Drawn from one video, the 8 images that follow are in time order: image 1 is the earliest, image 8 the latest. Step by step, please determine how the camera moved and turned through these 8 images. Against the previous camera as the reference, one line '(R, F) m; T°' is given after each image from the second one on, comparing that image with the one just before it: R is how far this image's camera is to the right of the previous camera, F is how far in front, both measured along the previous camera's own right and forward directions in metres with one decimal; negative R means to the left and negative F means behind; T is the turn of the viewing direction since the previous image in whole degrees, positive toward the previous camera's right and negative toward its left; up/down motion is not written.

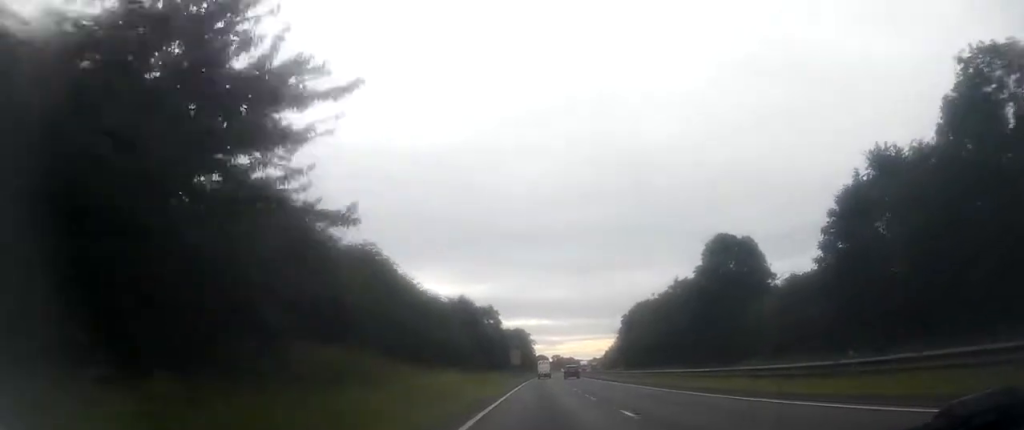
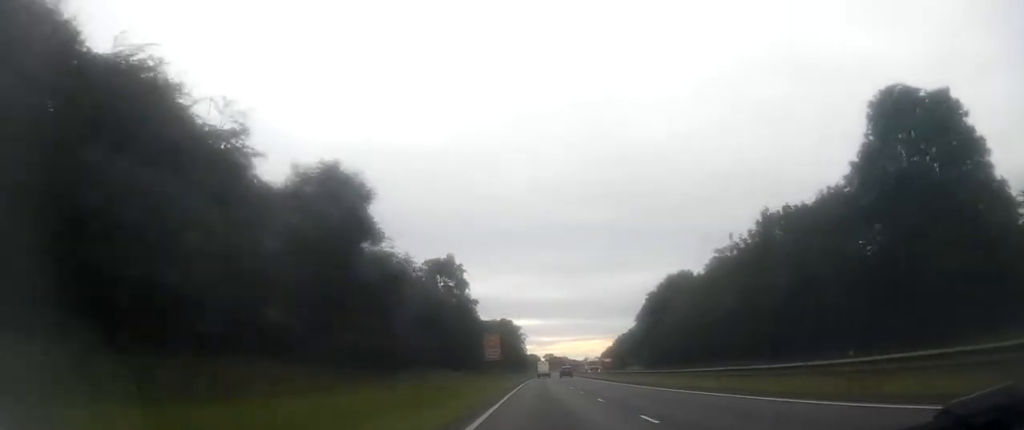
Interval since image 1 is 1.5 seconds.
(-0.2, +37.9) m; 0°
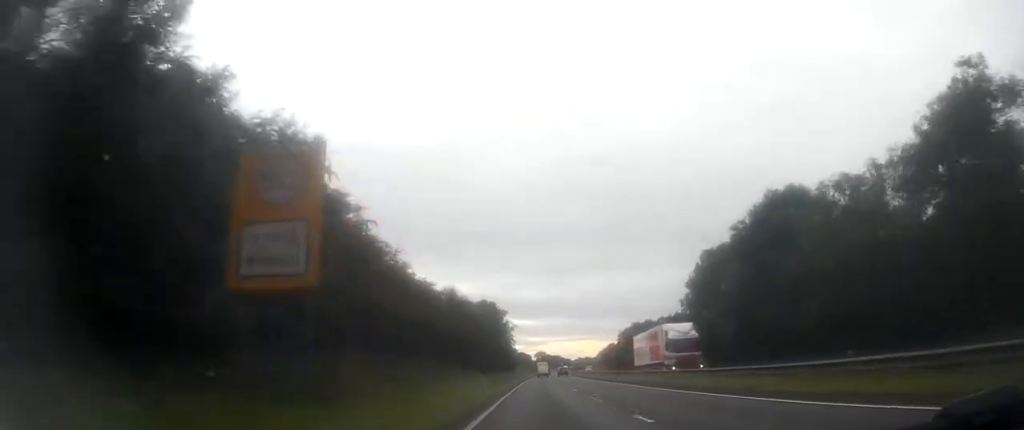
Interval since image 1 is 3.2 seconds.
(+0.7, +44.8) m; +2°
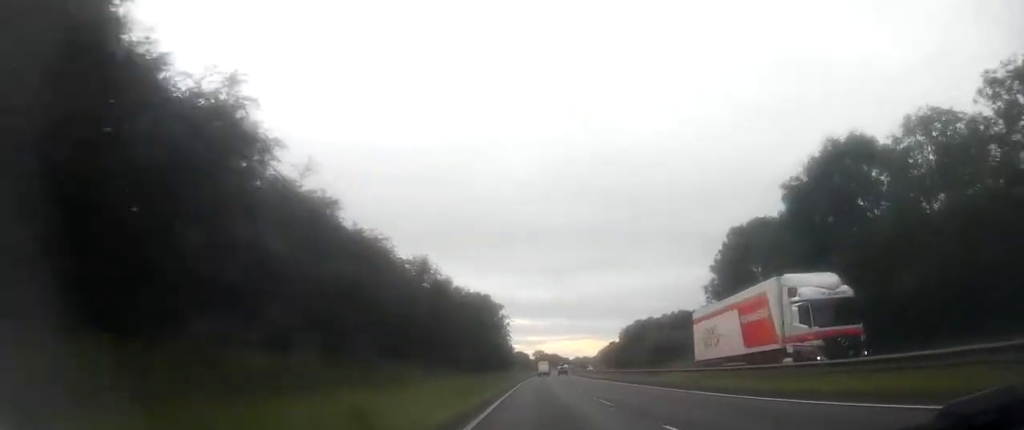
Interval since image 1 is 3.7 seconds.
(0.0, +12.0) m; 0°
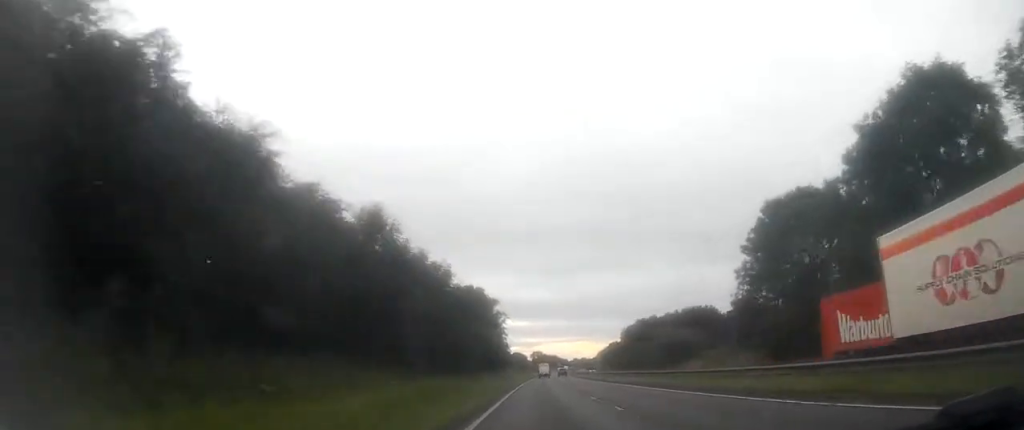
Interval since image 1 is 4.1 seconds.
(+0.2, +11.2) m; 0°
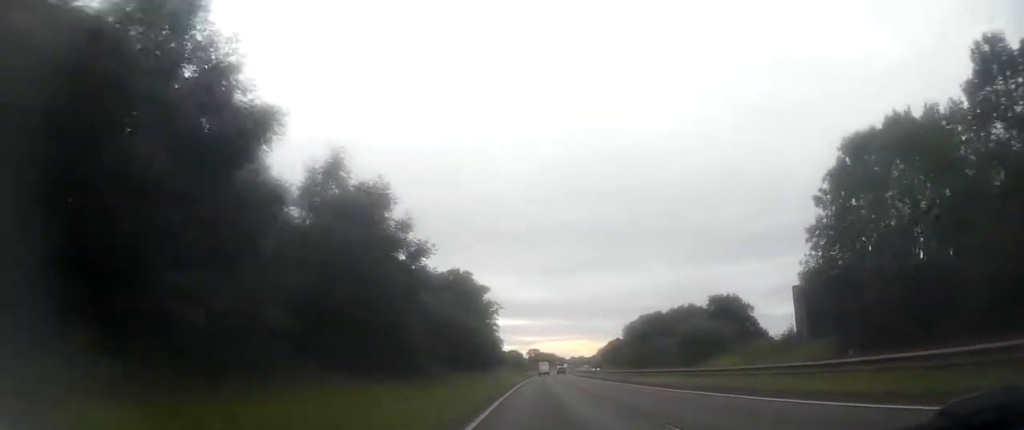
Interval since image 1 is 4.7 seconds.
(+0.2, +16.4) m; 0°
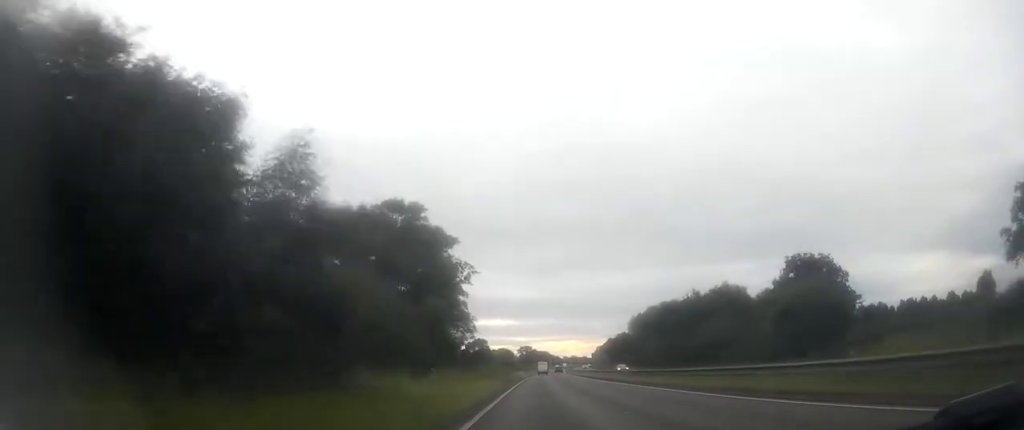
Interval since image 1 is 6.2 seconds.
(0.0, +37.0) m; +1°
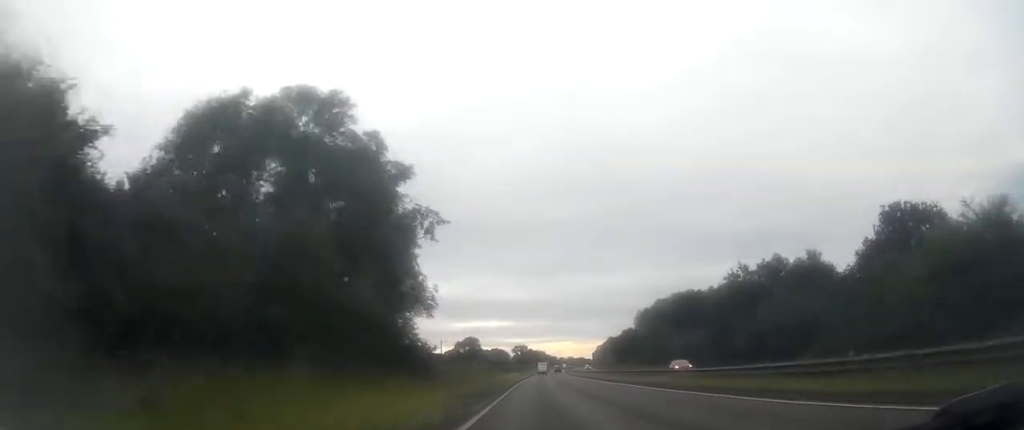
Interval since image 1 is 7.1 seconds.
(+0.2, +23.2) m; 0°
